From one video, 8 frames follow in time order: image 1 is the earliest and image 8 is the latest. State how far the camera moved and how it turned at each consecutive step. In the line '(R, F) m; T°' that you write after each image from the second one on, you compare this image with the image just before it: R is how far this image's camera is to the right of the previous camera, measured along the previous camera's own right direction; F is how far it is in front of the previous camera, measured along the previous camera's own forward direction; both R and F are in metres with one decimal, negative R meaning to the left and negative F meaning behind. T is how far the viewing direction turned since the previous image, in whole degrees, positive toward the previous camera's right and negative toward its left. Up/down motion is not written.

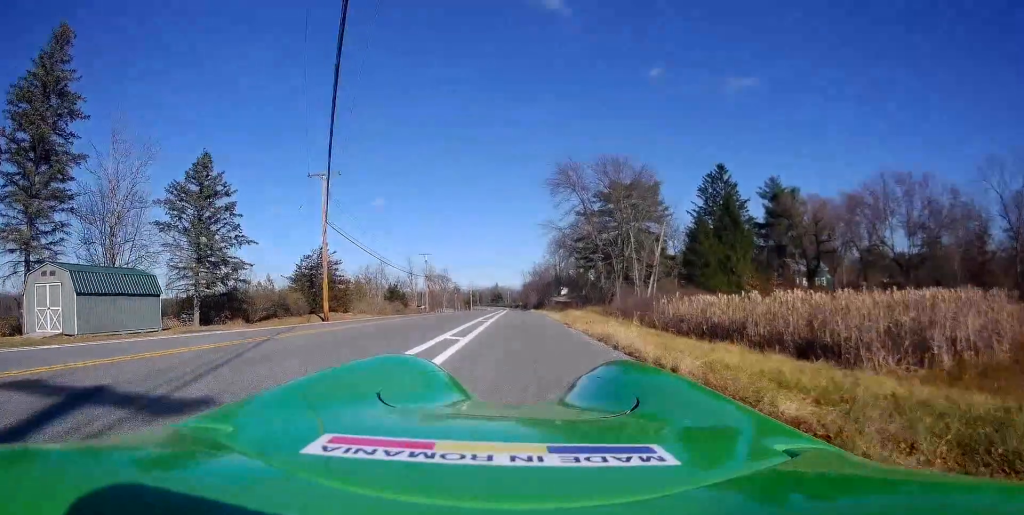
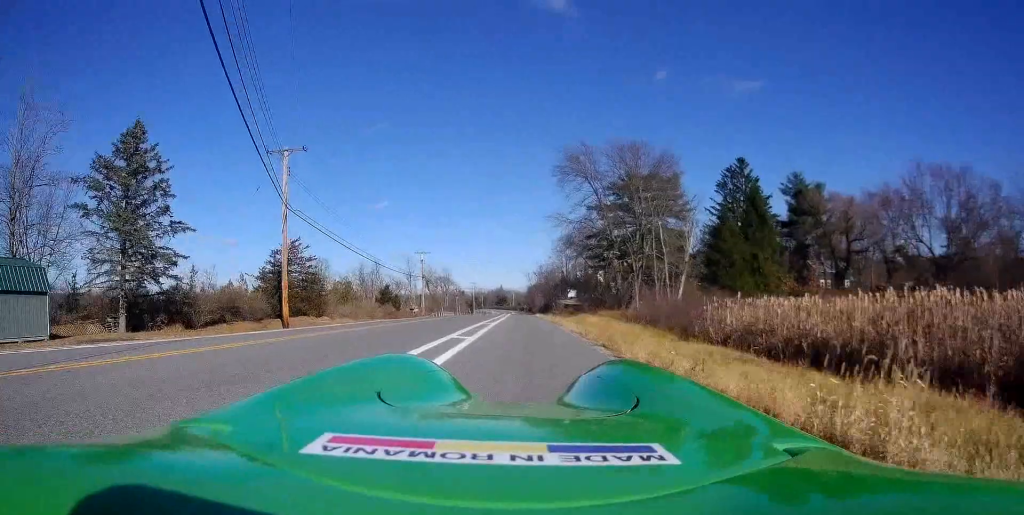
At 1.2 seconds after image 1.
(-0.3, +7.9) m; -2°
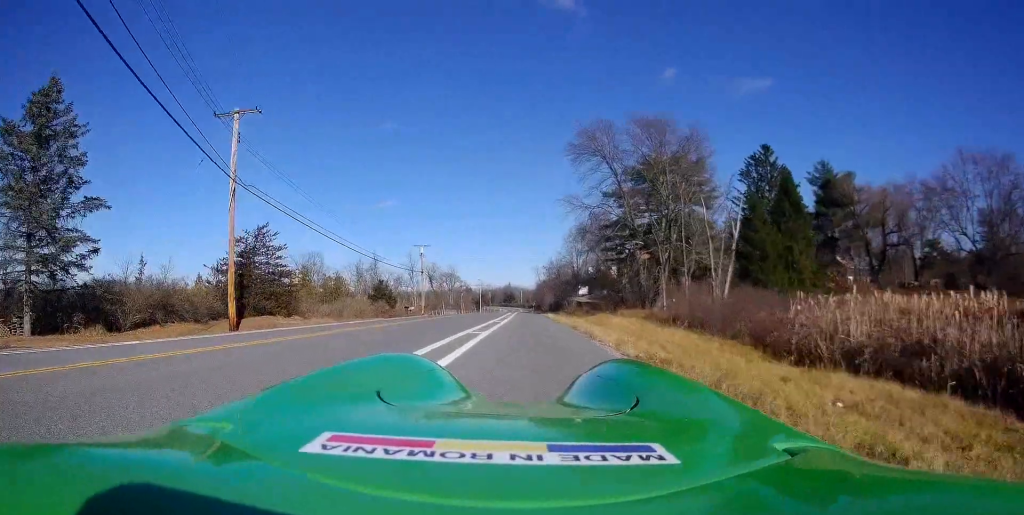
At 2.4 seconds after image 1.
(+0.1, +7.5) m; +1°
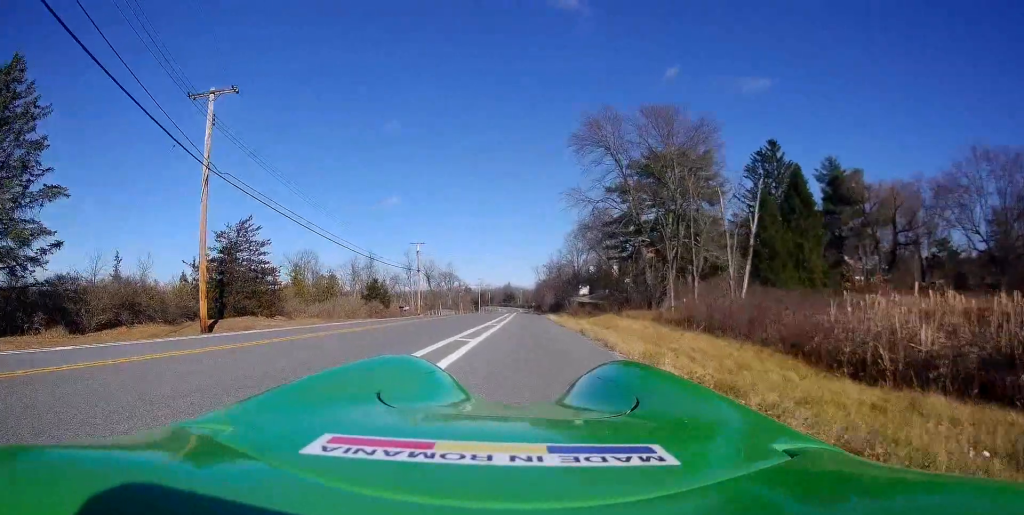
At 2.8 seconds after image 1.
(0.0, +2.7) m; 0°
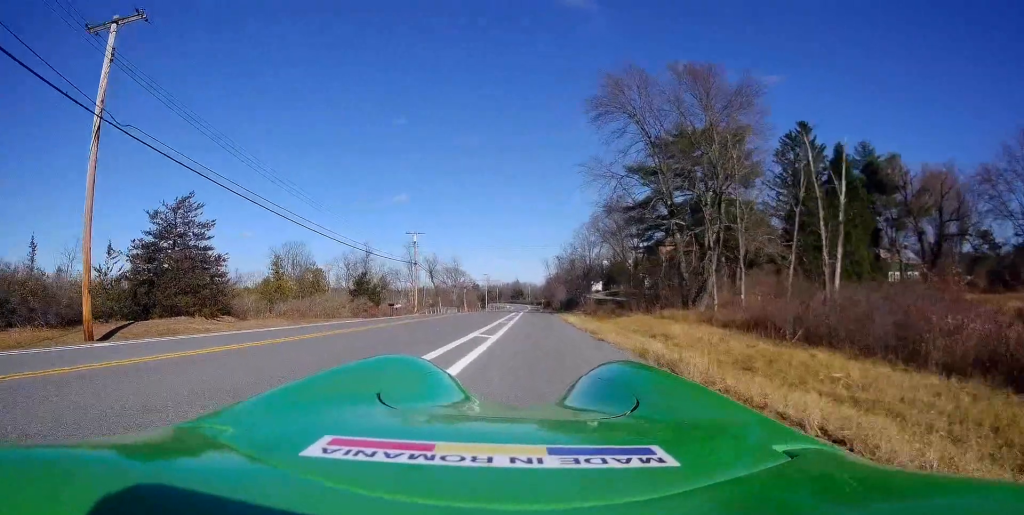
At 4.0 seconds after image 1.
(+0.1, +7.9) m; +1°
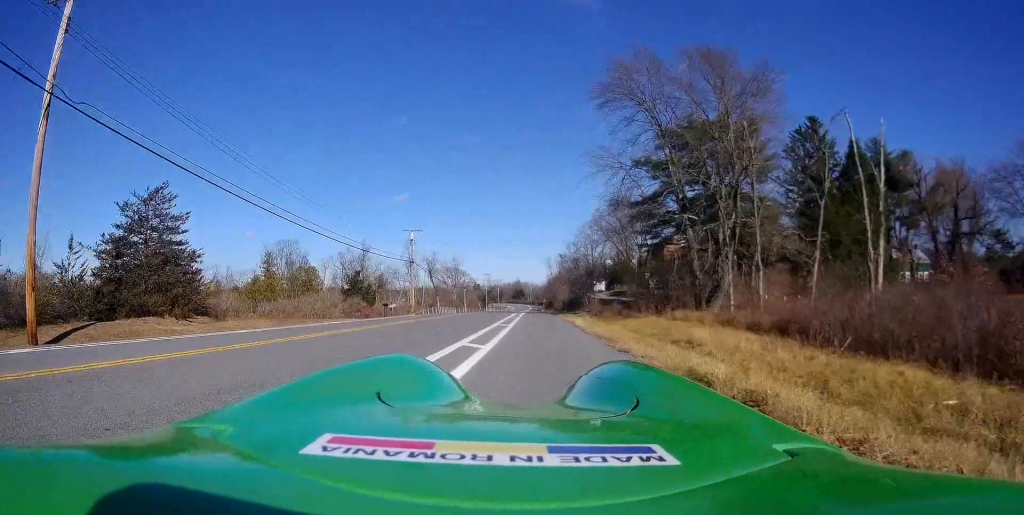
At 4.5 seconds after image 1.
(+0.2, +2.8) m; -1°
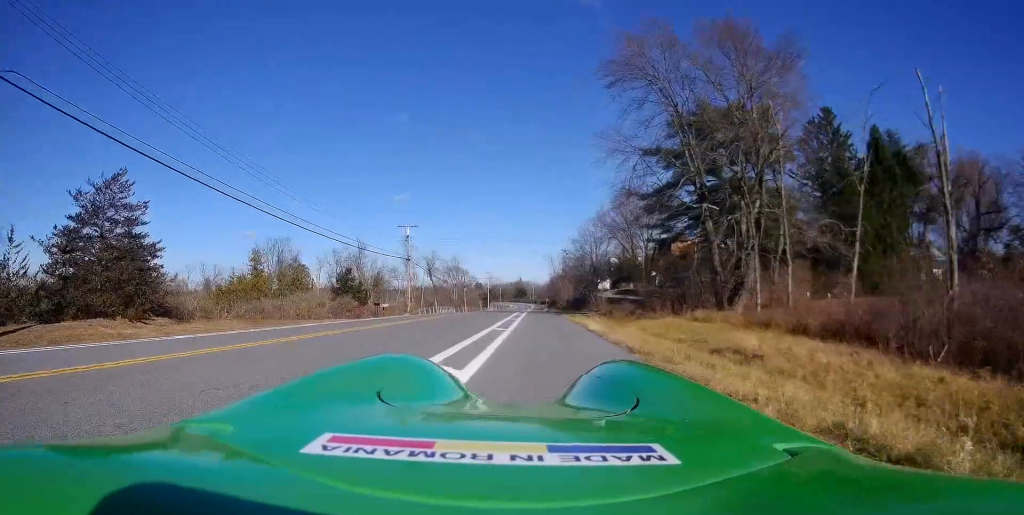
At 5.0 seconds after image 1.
(-0.1, +3.6) m; -2°
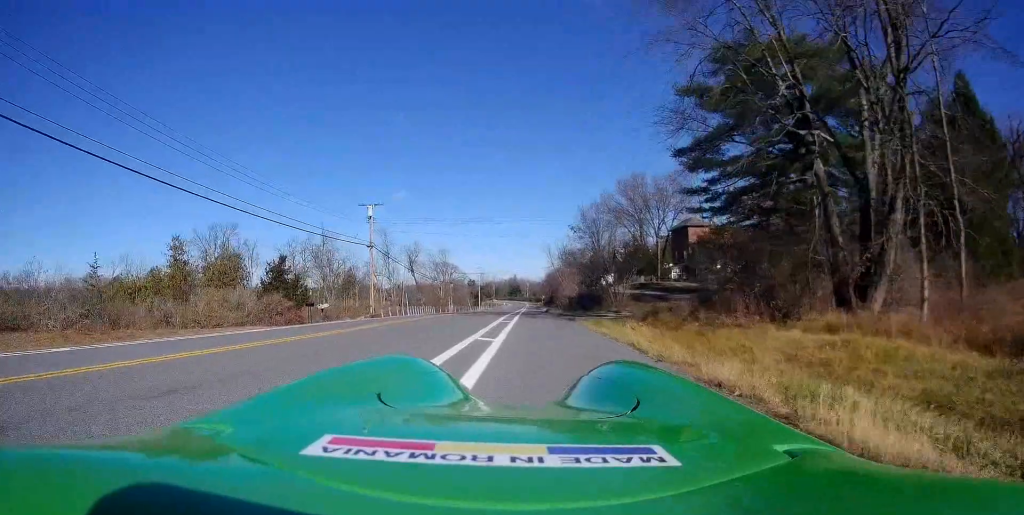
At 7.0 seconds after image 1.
(-0.5, +13.5) m; +2°
